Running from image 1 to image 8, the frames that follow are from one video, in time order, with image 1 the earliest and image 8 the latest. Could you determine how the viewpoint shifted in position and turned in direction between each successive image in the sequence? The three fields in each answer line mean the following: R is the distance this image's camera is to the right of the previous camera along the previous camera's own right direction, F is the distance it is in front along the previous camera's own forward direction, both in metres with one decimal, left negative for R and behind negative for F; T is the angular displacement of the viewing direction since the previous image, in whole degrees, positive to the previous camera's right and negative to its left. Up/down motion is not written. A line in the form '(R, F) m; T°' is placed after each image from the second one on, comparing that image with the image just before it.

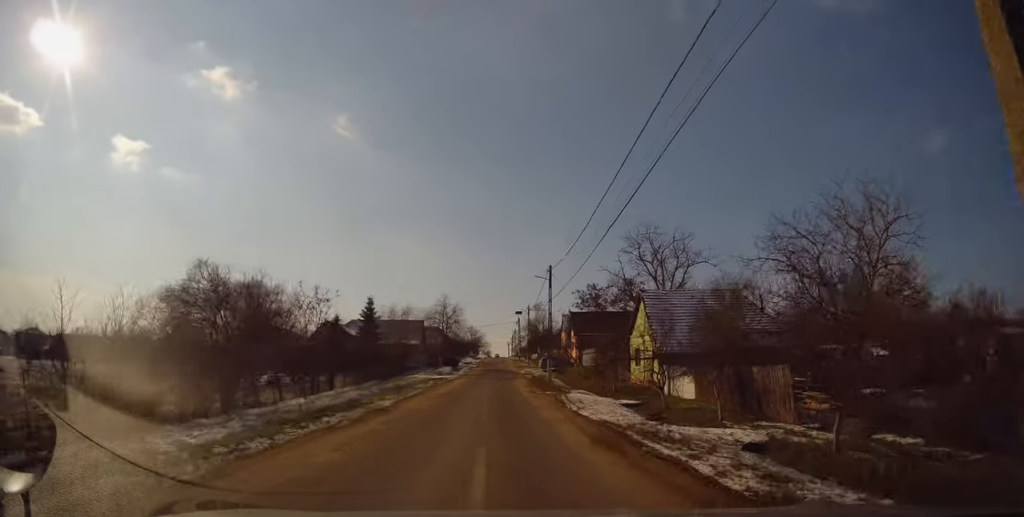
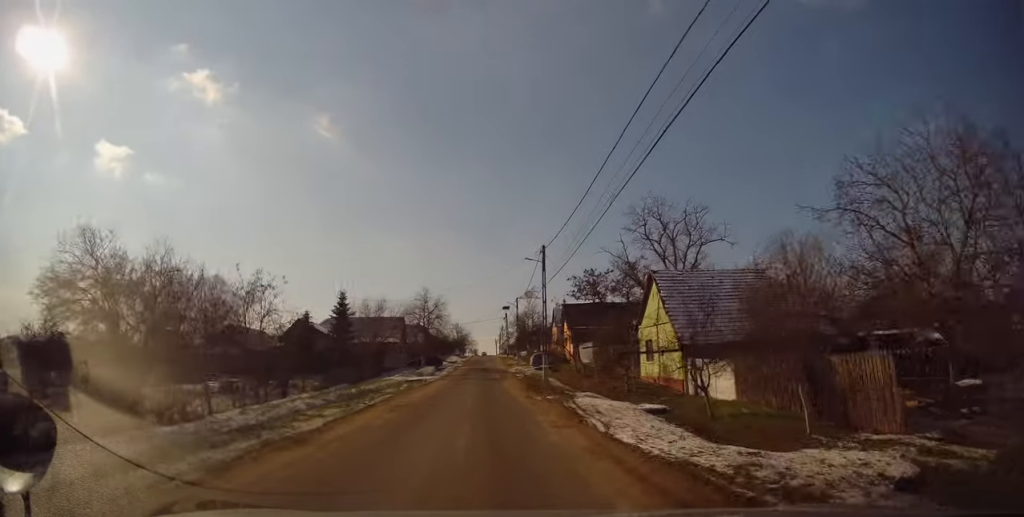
(+0.1, +5.4) m; +1°
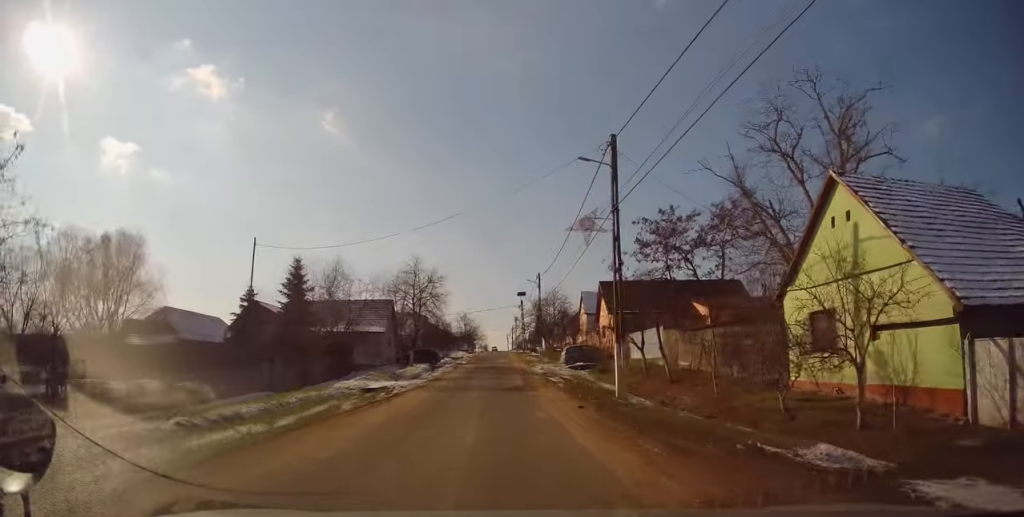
(-0.2, +15.3) m; +1°
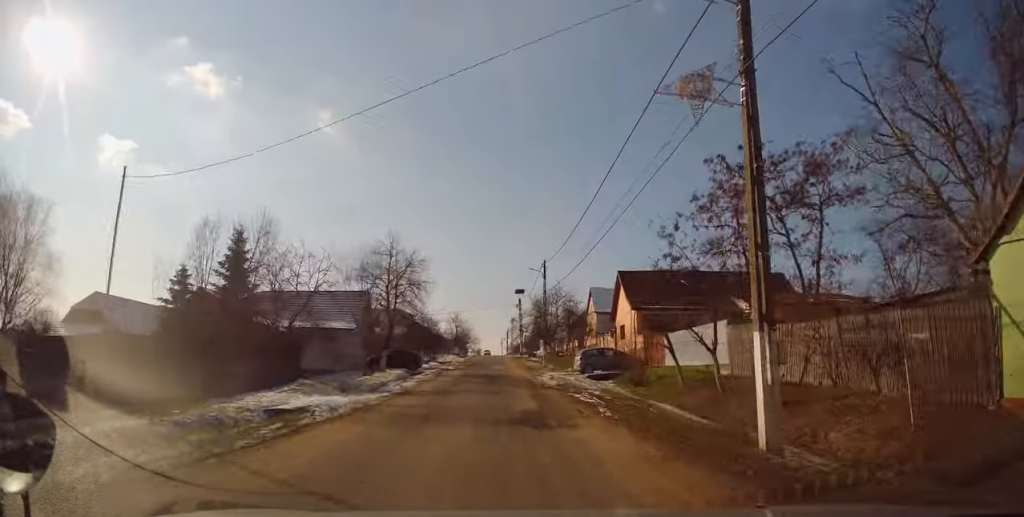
(+0.4, +9.4) m; +1°
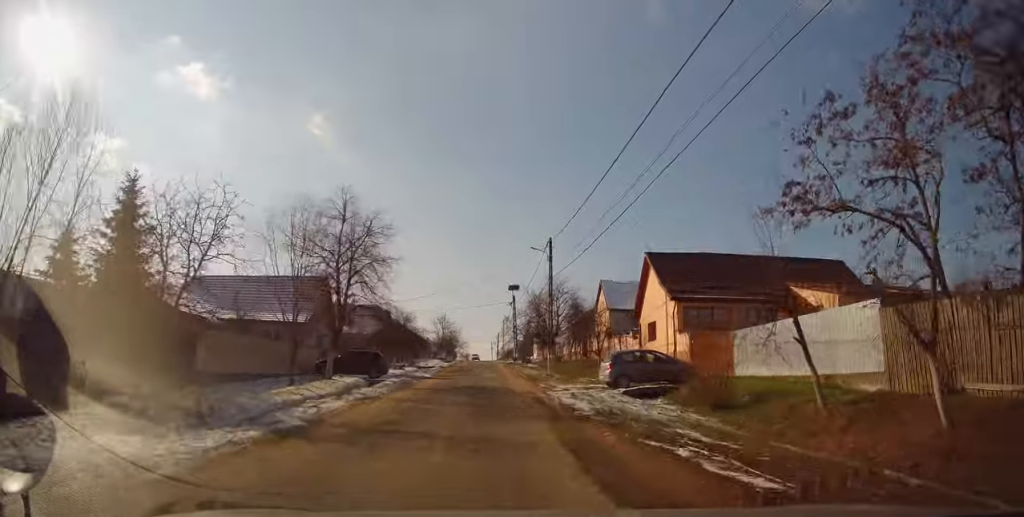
(-0.1, +9.6) m; -1°
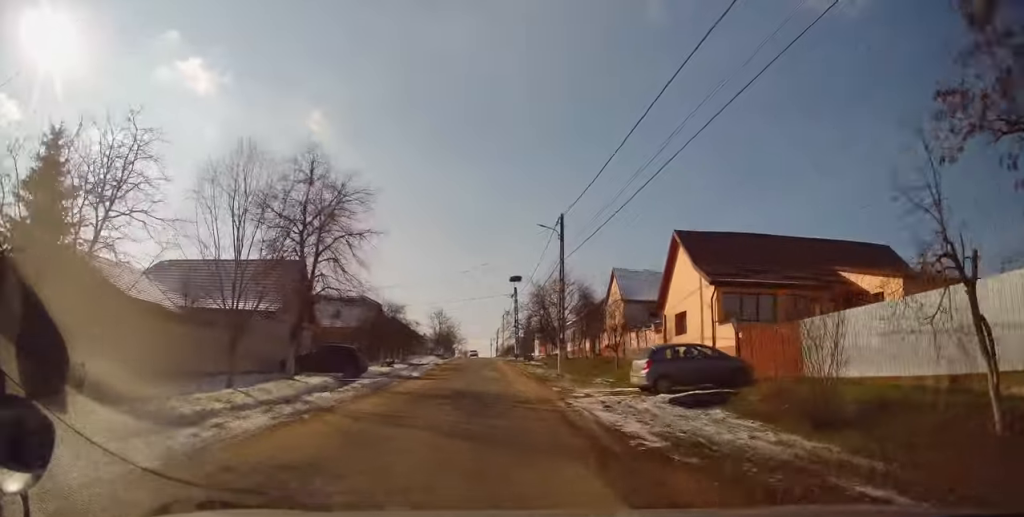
(0.0, +4.7) m; 0°
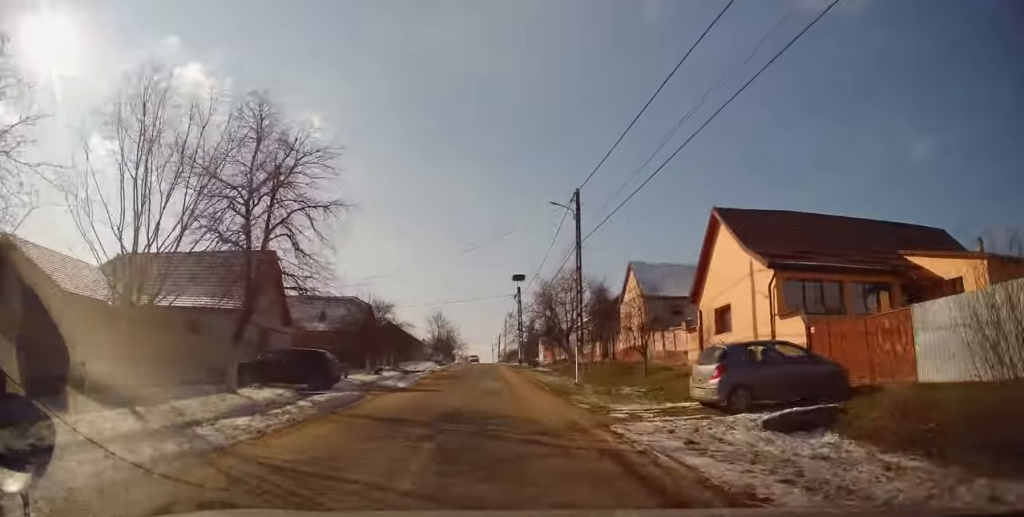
(0.0, +4.9) m; +1°
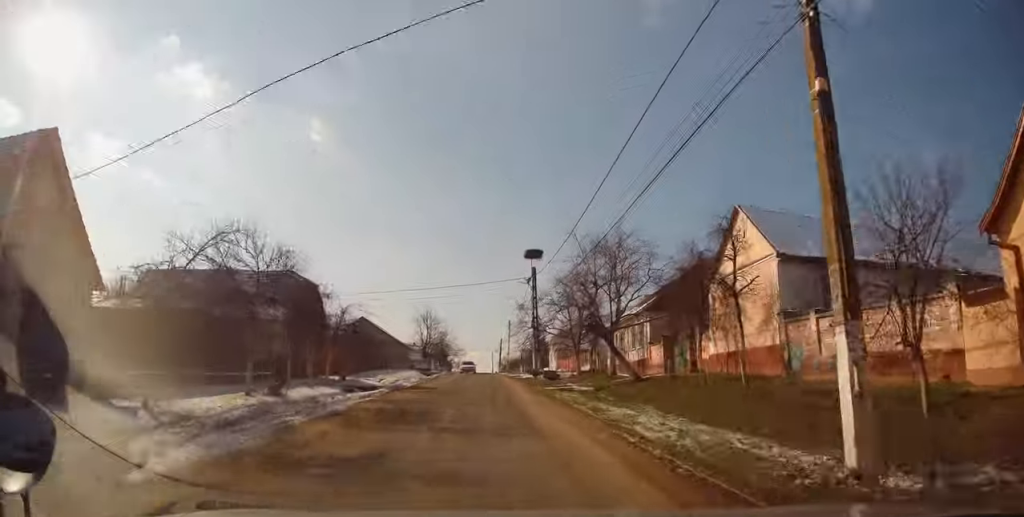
(+0.6, +17.0) m; +2°
